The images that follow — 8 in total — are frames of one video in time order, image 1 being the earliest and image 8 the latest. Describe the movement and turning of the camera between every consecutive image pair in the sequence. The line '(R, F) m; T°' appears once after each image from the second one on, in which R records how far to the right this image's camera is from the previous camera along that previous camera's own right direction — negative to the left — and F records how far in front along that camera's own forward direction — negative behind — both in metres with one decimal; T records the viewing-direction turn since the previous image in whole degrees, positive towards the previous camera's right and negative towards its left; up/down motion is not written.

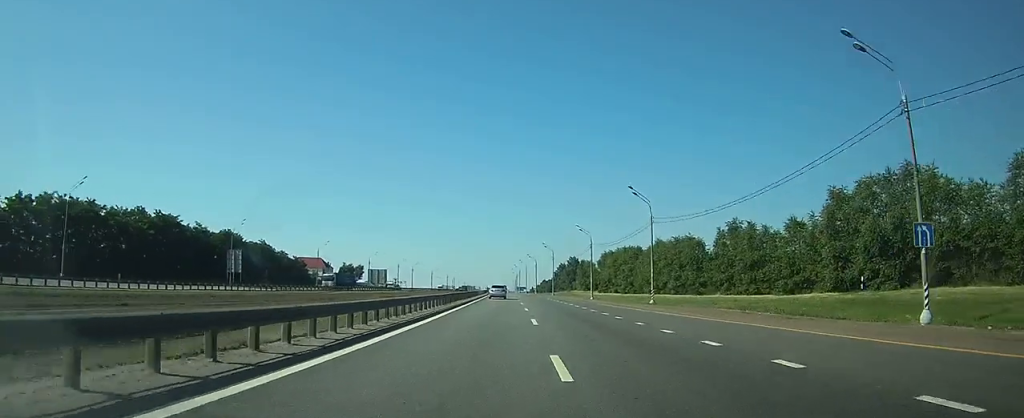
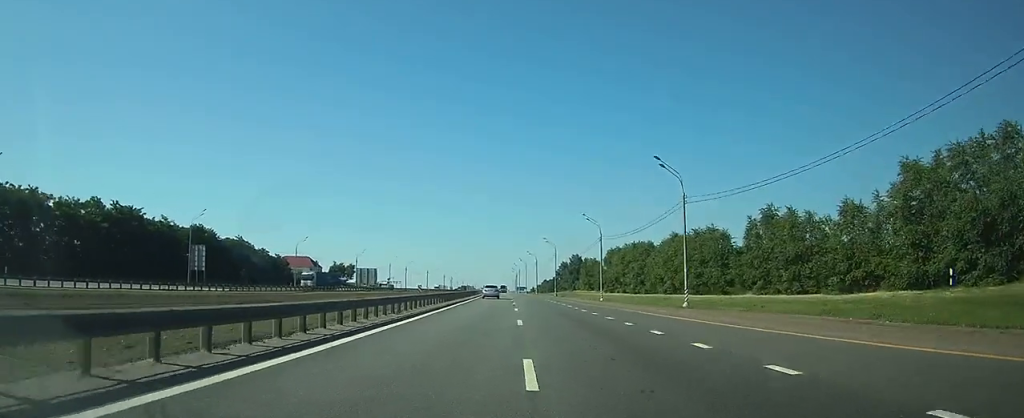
(0.0, +12.6) m; 0°
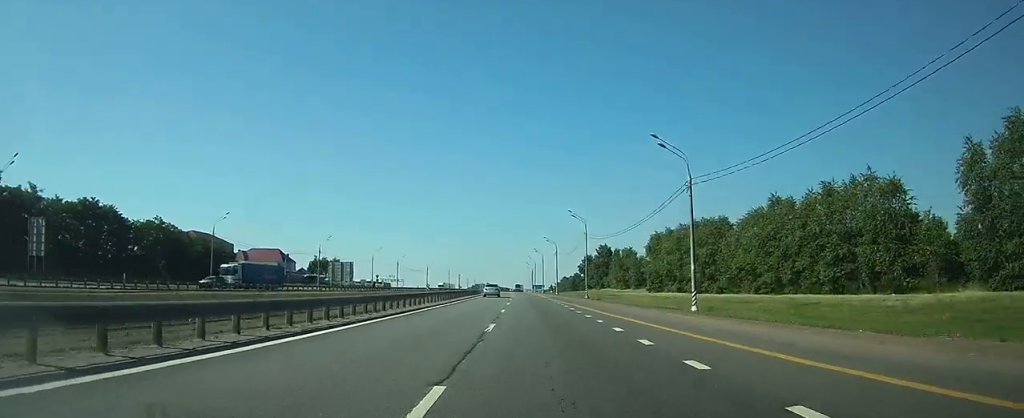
(0.0, +38.8) m; 0°
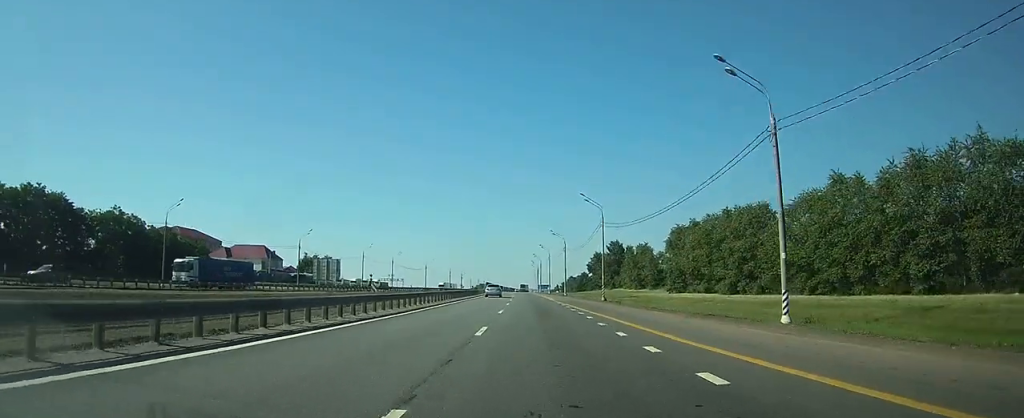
(0.0, +13.5) m; 0°
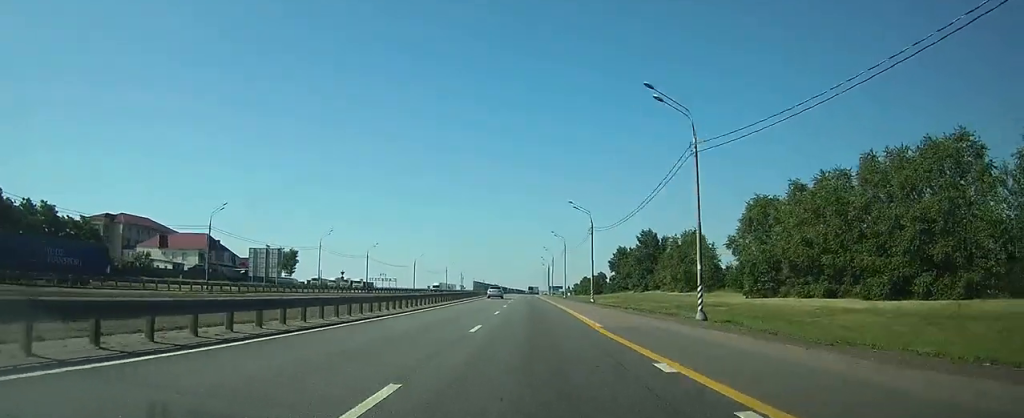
(0.0, +35.0) m; 0°
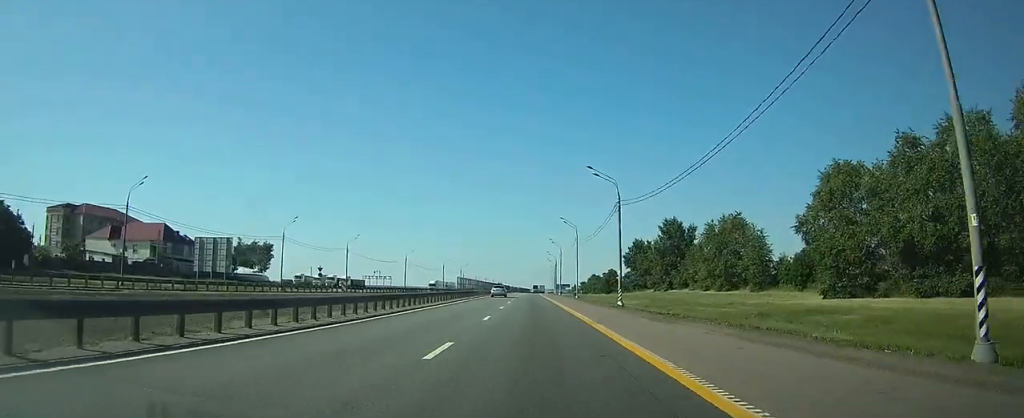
(0.0, +18.8) m; 0°
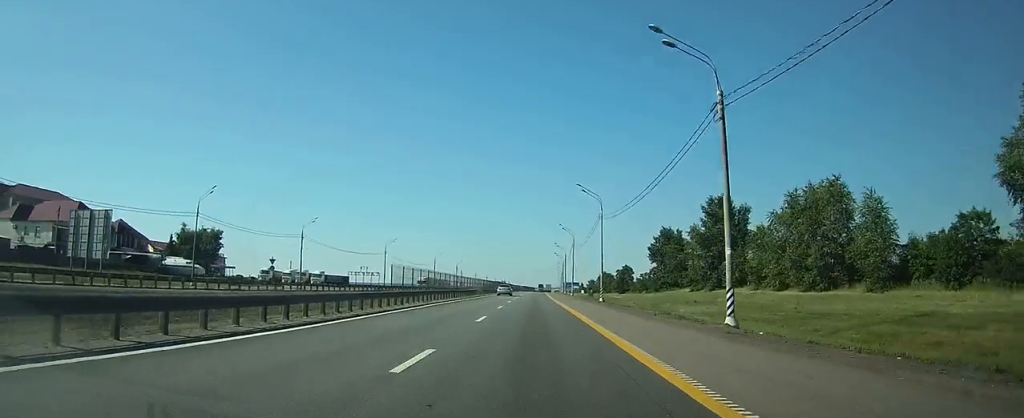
(0.0, +26.7) m; 0°
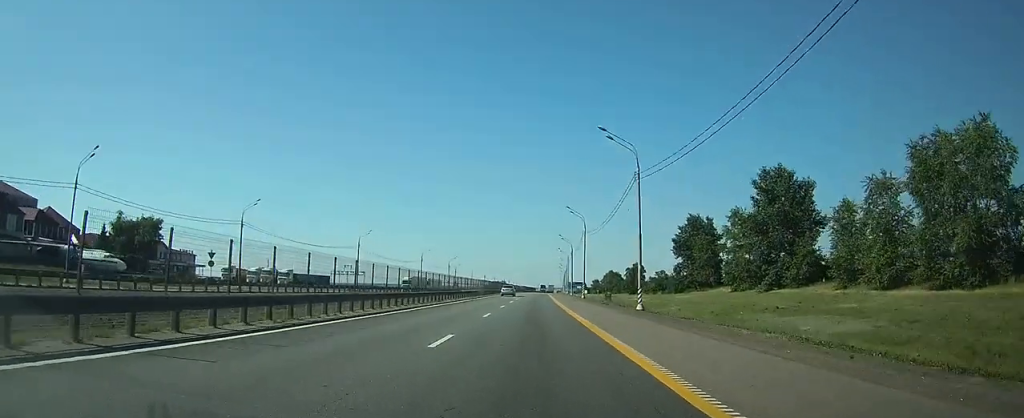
(0.0, +21.2) m; 0°
